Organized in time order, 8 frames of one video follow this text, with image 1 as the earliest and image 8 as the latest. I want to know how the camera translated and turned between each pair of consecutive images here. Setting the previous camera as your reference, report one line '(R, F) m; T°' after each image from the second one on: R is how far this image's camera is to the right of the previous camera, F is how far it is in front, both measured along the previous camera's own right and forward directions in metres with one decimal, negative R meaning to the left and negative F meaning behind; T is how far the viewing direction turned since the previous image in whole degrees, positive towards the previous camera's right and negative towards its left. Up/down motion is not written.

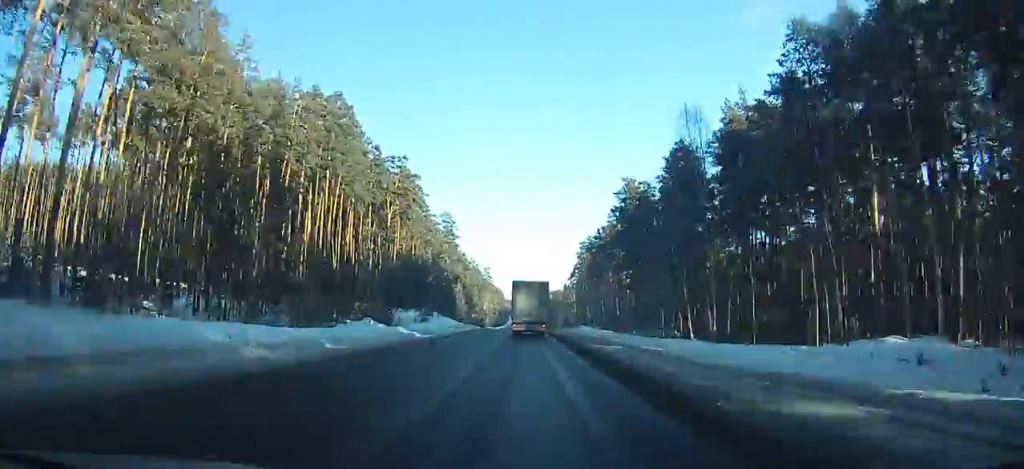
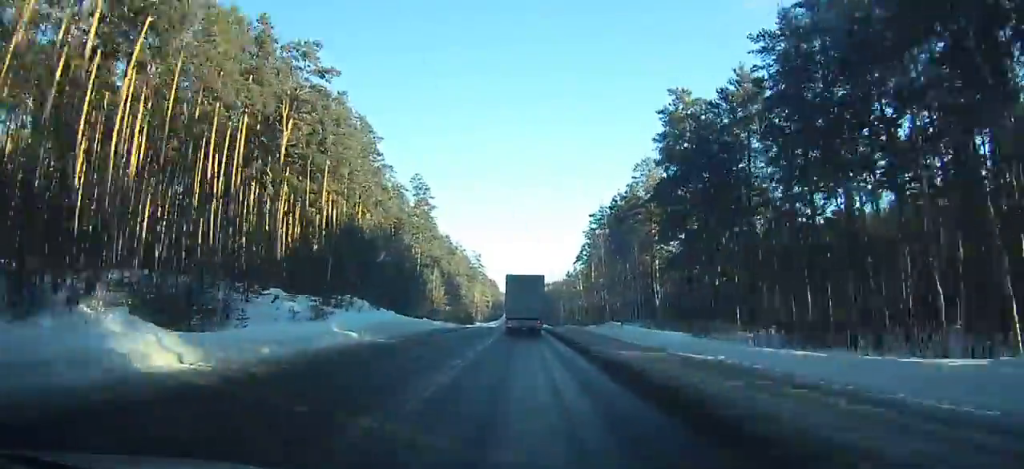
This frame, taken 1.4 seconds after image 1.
(+0.2, +33.3) m; +1°
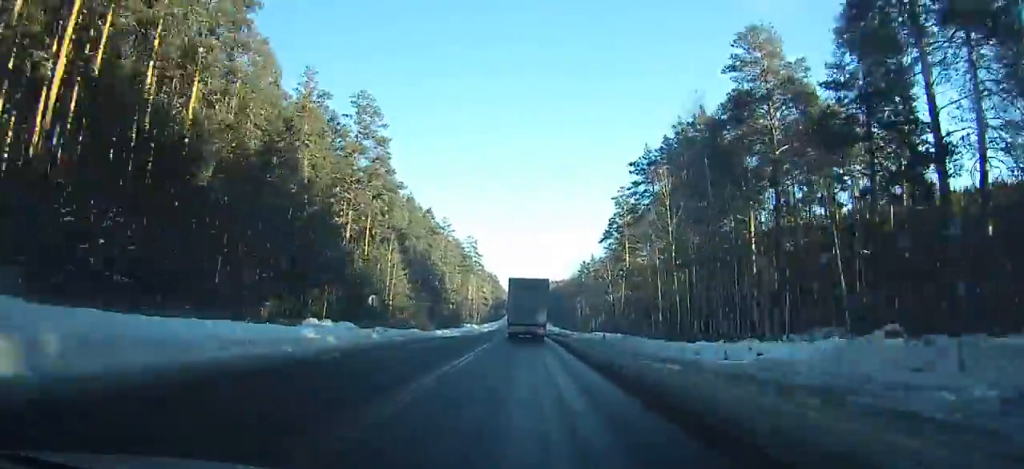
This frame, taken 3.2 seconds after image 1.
(0.0, +42.8) m; +1°
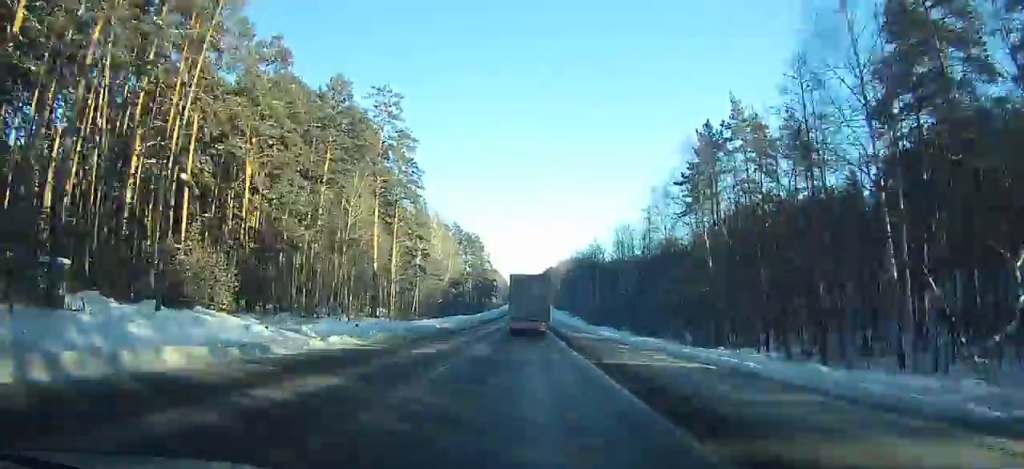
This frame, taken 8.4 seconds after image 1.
(-0.5, +123.0) m; -1°
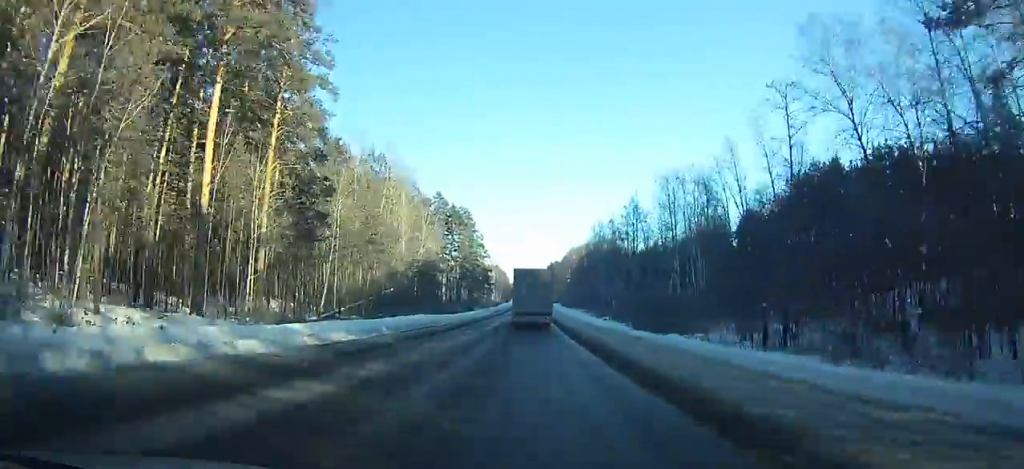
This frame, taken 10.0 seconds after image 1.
(-0.2, +37.8) m; 0°
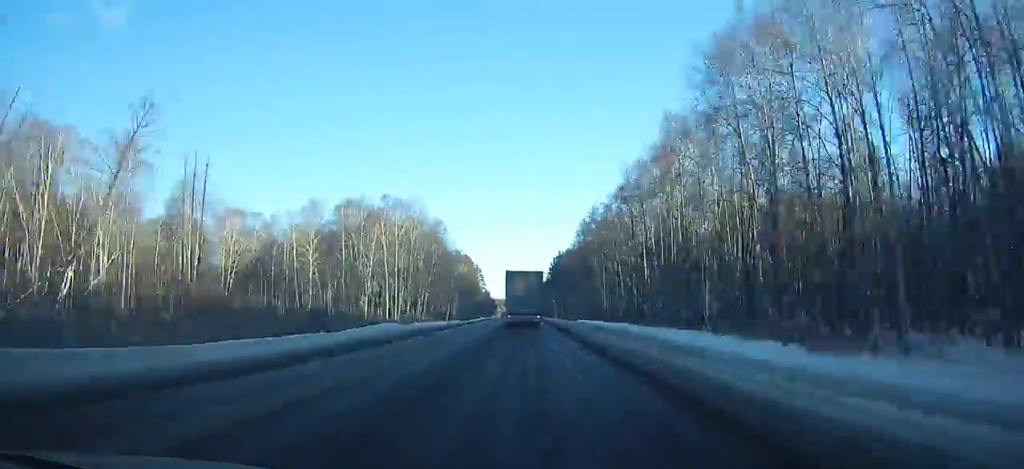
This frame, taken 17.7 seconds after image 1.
(+1.3, +181.2) m; -1°
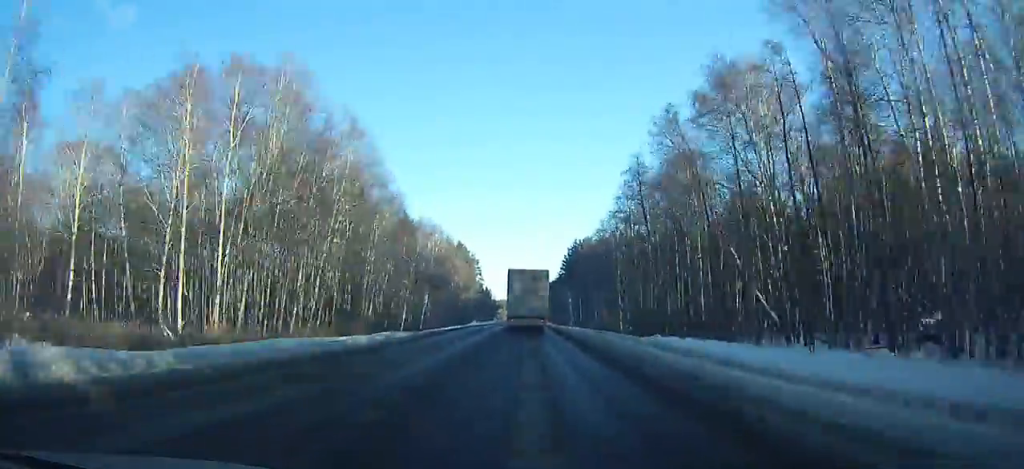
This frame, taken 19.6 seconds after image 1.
(+0.1, +43.7) m; 0°
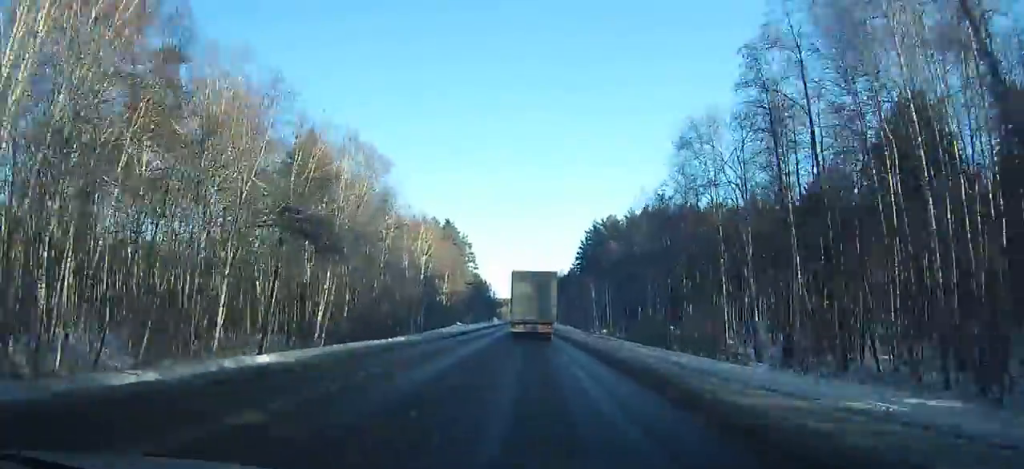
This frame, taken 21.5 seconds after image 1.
(+0.1, +43.2) m; 0°
